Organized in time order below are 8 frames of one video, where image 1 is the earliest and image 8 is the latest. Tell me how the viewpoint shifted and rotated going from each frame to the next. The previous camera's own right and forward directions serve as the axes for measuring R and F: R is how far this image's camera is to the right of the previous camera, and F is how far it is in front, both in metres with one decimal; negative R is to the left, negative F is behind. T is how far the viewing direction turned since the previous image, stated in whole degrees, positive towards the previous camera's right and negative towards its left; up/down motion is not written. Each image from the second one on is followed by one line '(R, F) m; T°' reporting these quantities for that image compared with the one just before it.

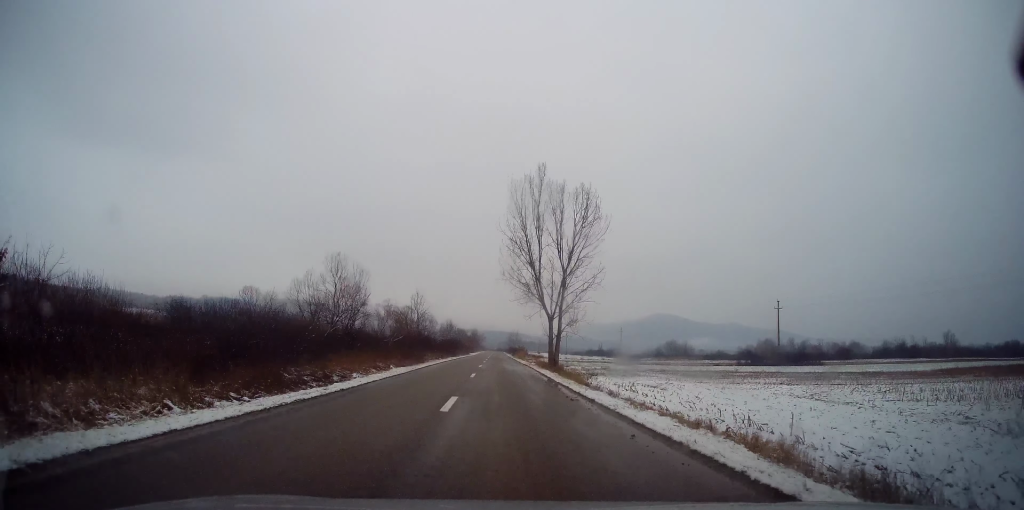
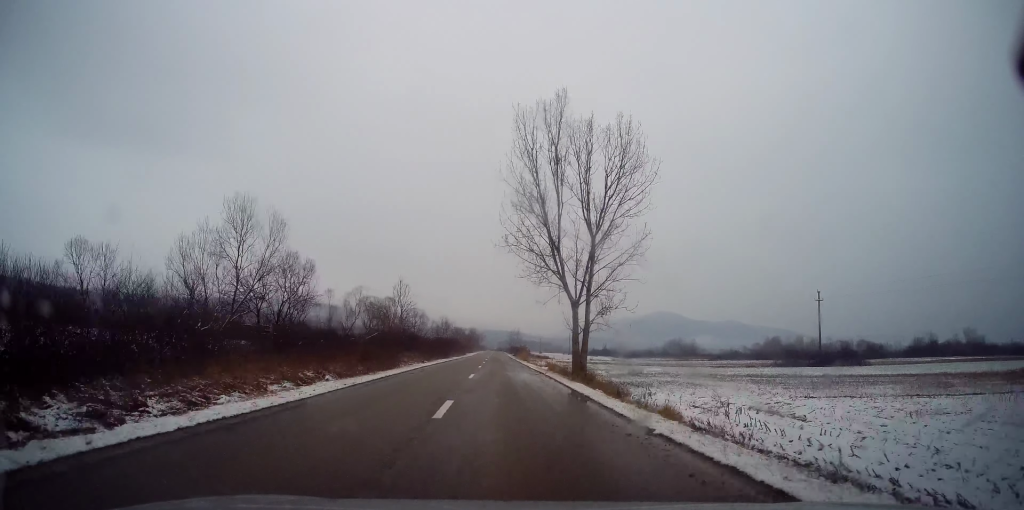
(+0.3, +12.8) m; 0°
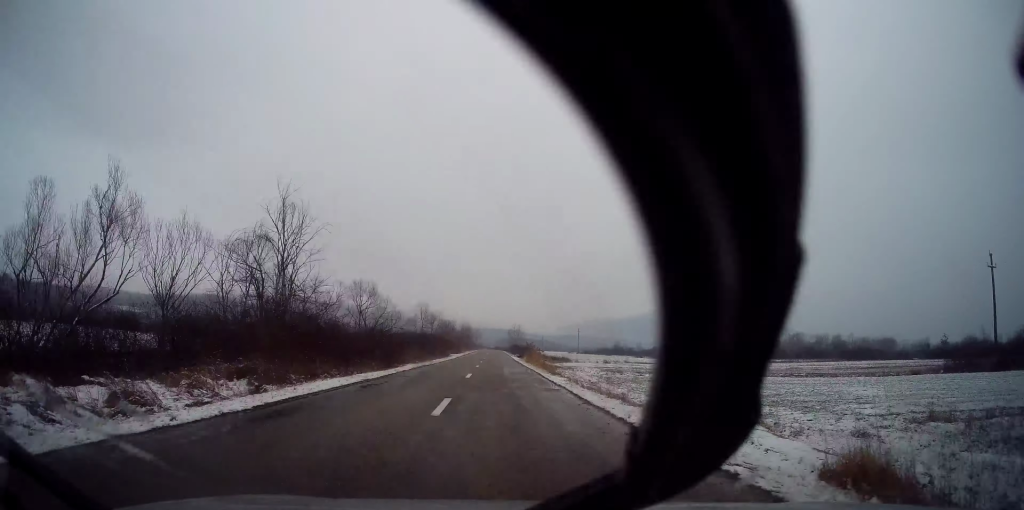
(-0.4, +34.4) m; -1°
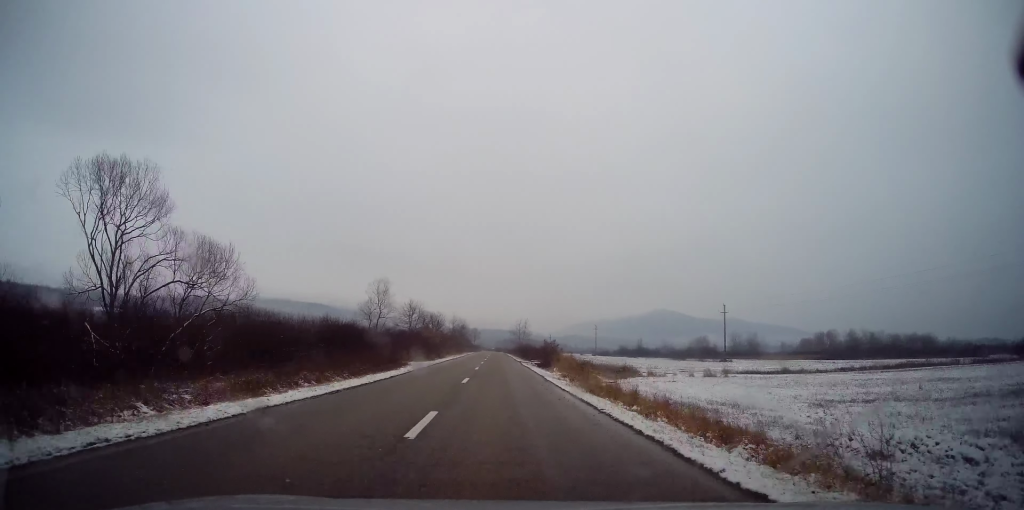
(+0.4, +37.7) m; +1°
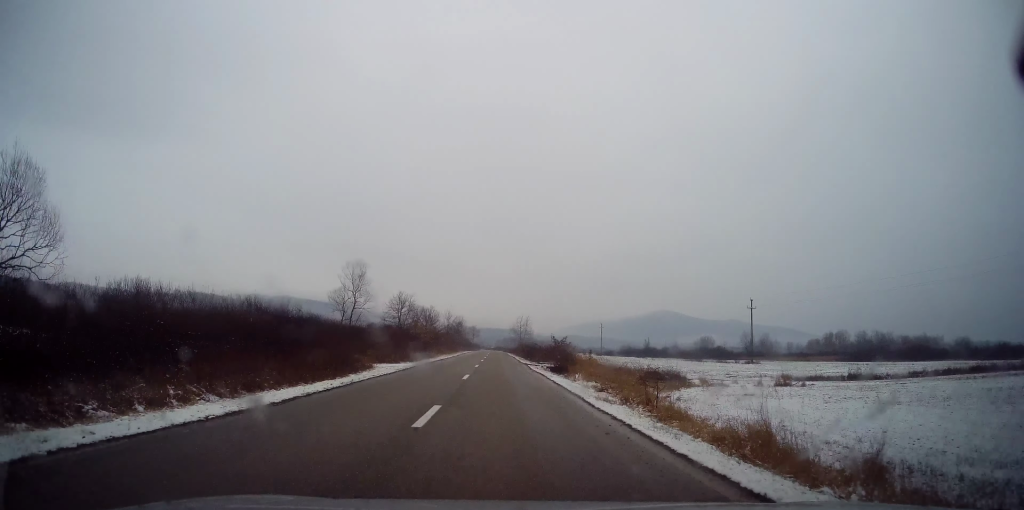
(0.0, +11.3) m; 0°
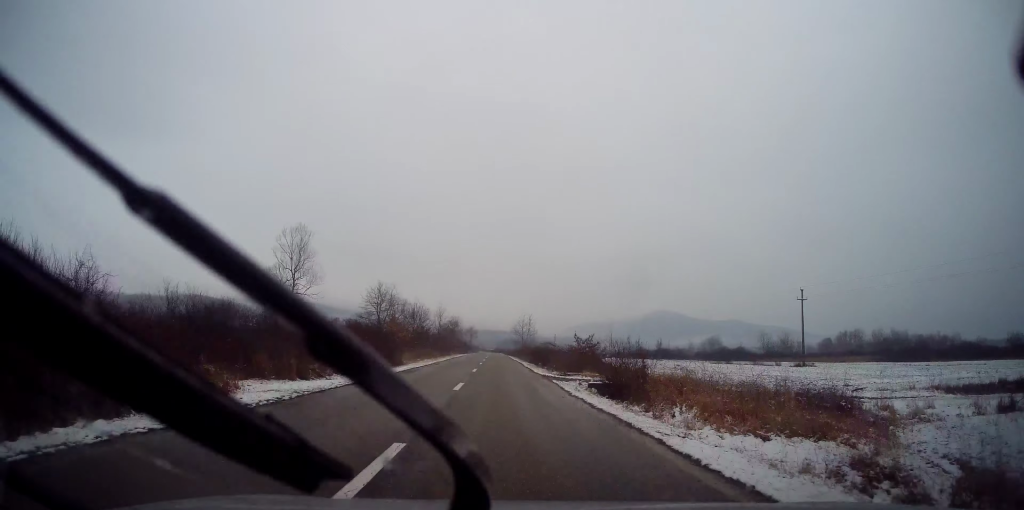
(0.0, +16.2) m; +1°
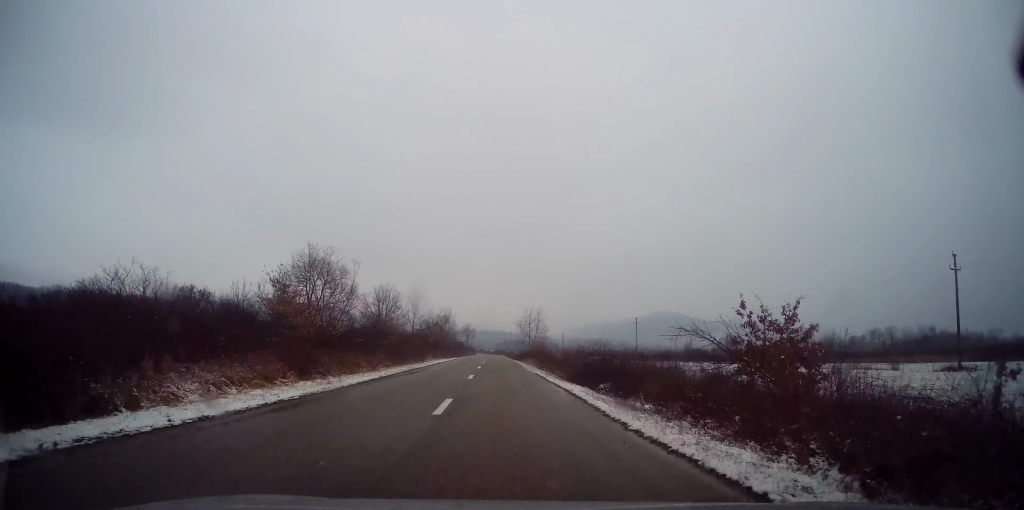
(+0.3, +29.3) m; 0°
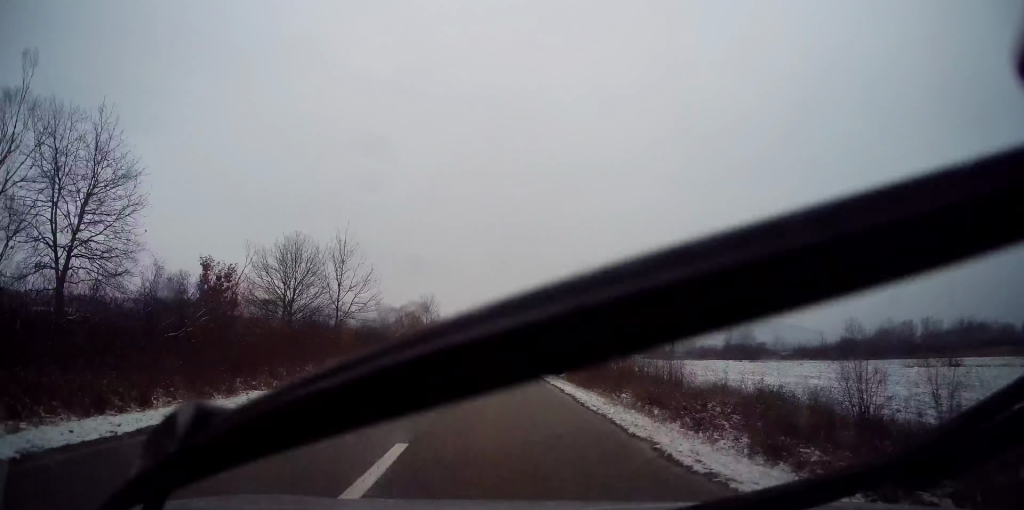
(-0.5, +29.7) m; -1°
